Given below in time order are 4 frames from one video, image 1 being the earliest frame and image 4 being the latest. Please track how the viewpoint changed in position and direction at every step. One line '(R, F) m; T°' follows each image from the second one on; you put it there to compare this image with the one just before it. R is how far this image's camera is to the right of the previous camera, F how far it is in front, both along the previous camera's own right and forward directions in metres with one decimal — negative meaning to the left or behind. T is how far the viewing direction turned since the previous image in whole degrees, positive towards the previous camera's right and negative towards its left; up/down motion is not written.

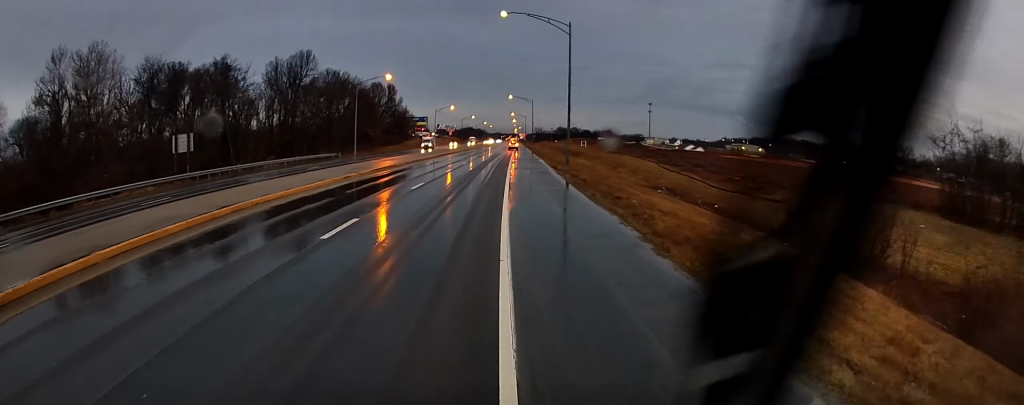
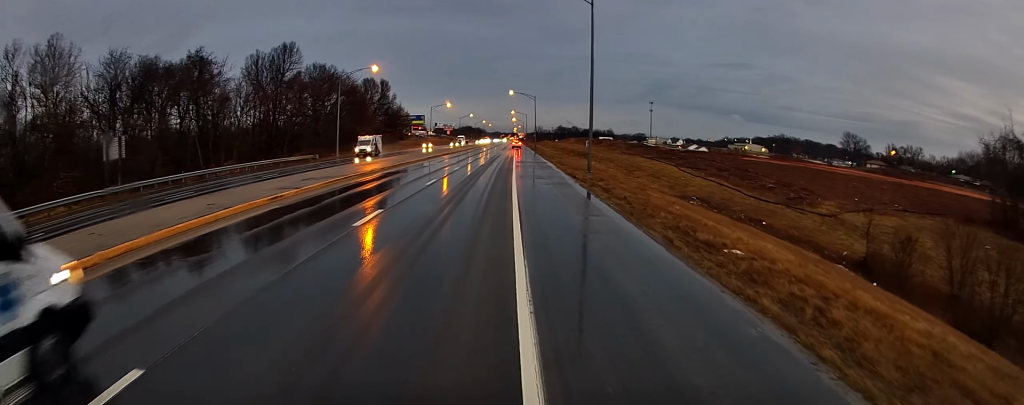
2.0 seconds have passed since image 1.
(0.0, +10.8) m; 0°
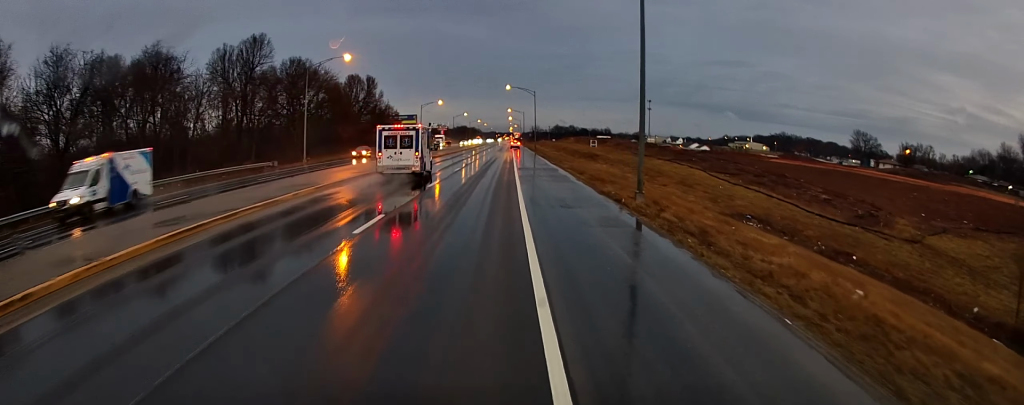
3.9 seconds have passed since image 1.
(0.0, +10.9) m; 0°
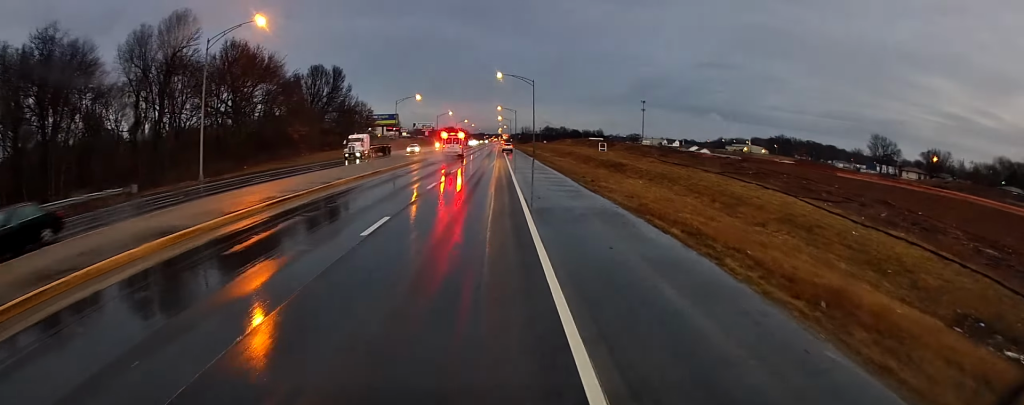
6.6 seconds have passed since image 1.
(0.0, +22.3) m; +1°
